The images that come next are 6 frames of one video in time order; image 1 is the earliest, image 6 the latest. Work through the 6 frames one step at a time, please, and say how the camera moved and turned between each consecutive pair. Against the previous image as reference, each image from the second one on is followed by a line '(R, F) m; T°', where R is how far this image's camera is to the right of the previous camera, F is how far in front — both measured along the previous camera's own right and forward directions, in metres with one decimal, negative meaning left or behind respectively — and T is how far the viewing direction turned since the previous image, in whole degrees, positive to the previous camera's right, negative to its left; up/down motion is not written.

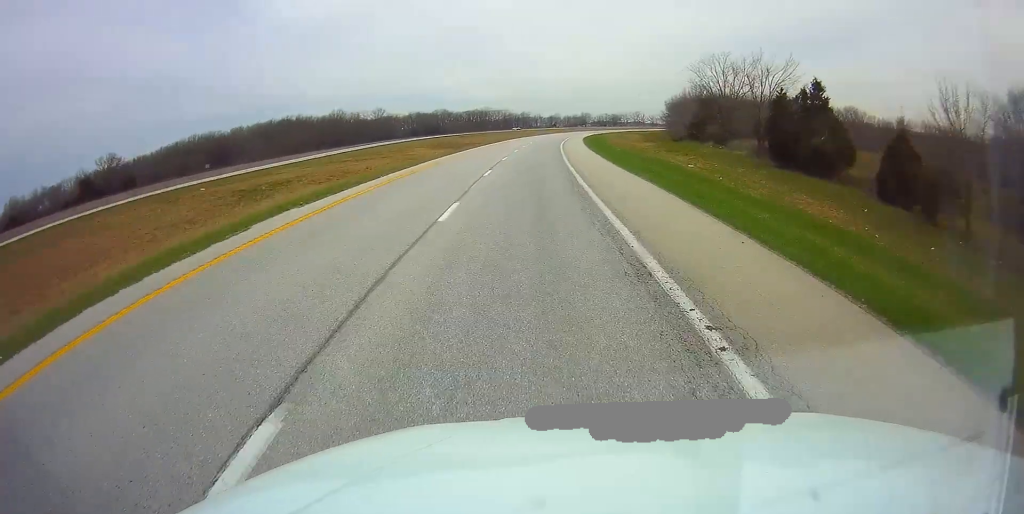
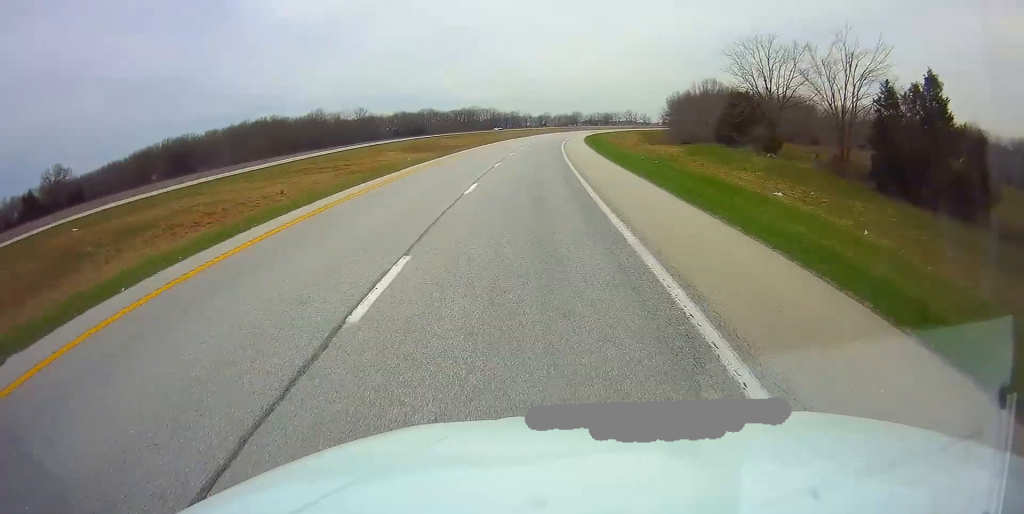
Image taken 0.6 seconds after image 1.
(+0.2, +18.8) m; +1°
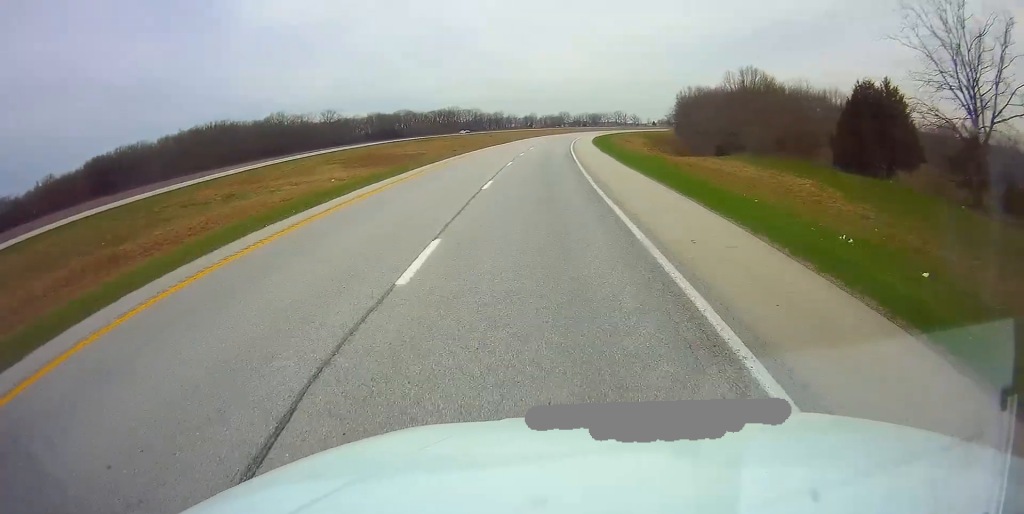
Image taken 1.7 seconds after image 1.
(+0.4, +34.4) m; +2°
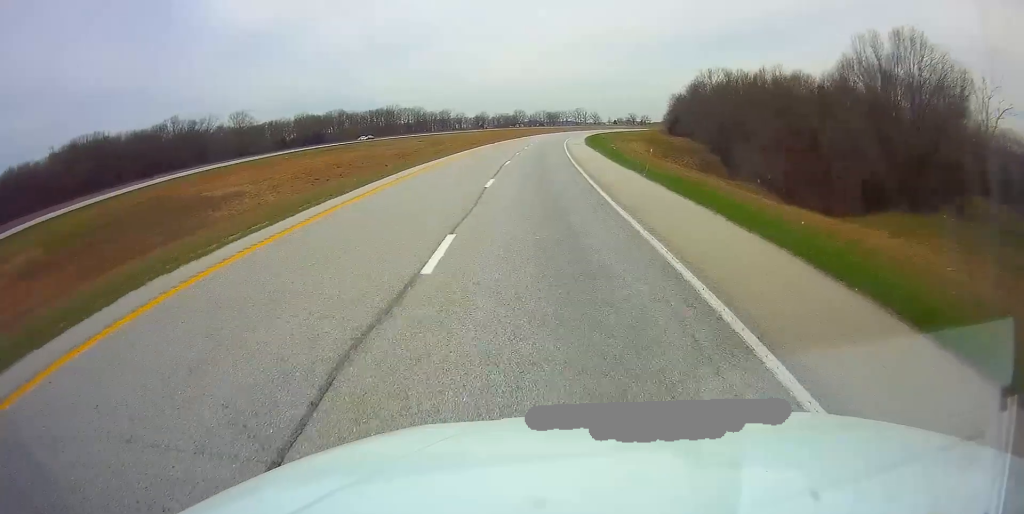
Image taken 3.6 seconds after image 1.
(+2.3, +59.6) m; +4°
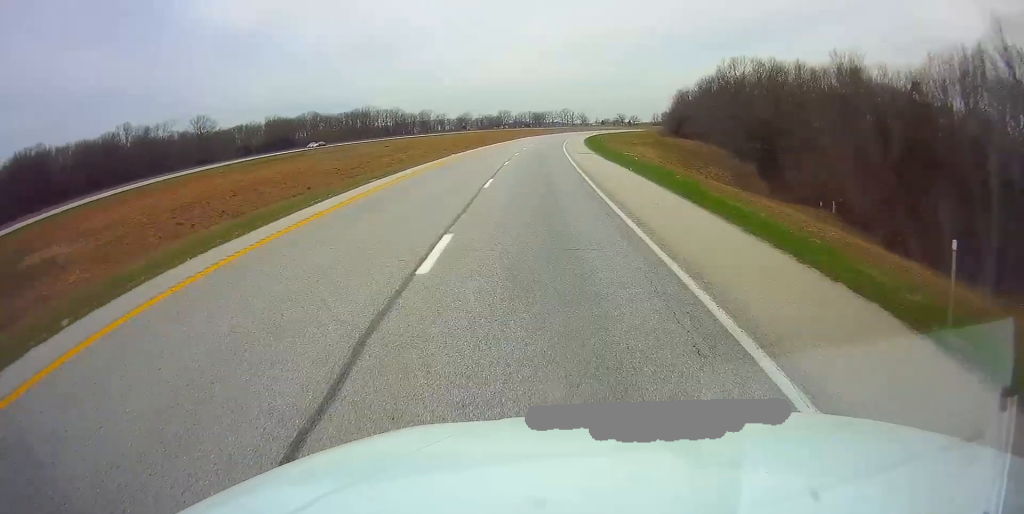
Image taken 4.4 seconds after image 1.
(+0.5, +23.9) m; +1°
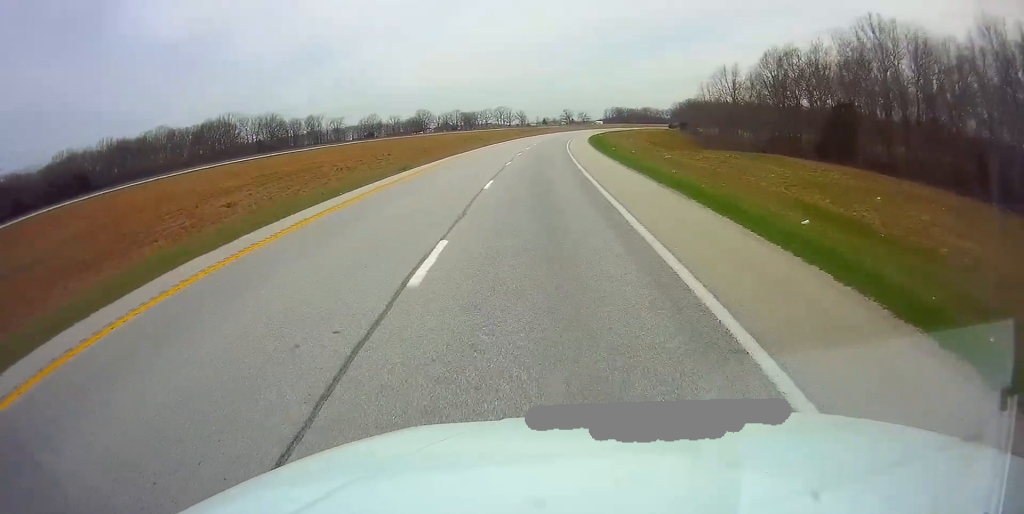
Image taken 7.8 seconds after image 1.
(+5.8, +108.1) m; +7°
